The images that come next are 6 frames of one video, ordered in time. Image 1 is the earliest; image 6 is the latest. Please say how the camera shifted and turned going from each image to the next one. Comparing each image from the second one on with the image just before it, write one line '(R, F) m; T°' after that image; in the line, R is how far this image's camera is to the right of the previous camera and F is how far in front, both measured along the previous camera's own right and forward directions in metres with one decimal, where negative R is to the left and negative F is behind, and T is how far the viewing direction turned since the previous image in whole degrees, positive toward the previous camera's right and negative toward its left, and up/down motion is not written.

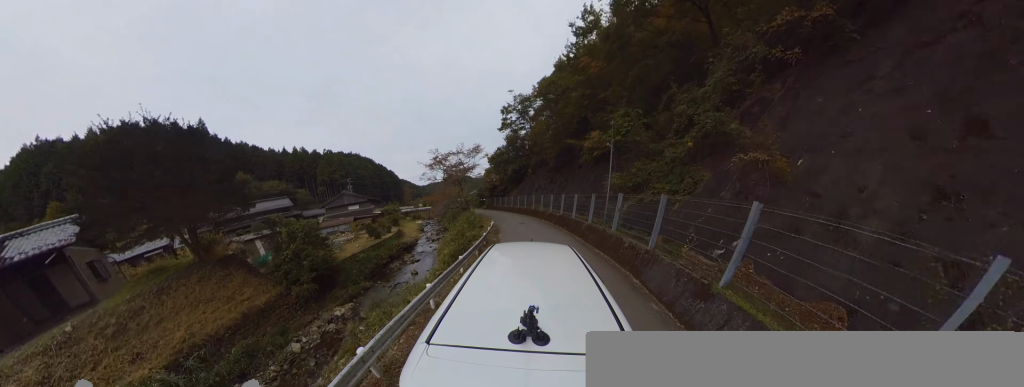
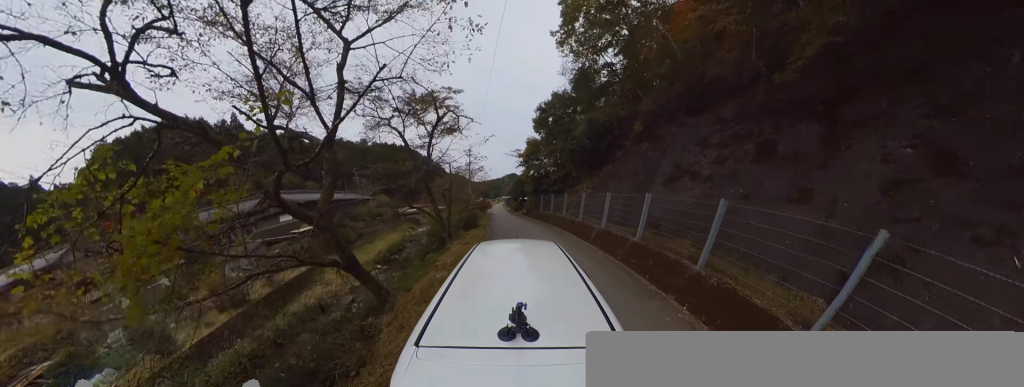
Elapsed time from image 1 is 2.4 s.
(-2.3, +21.5) m; -11°
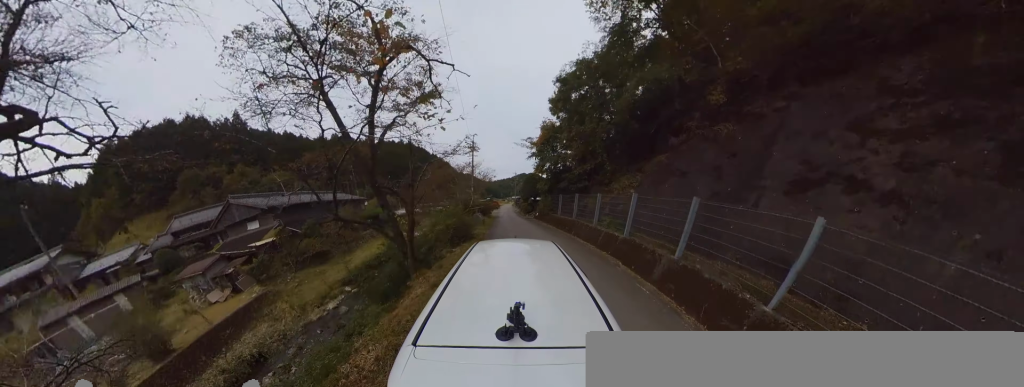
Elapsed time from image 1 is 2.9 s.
(0.0, +4.3) m; -1°
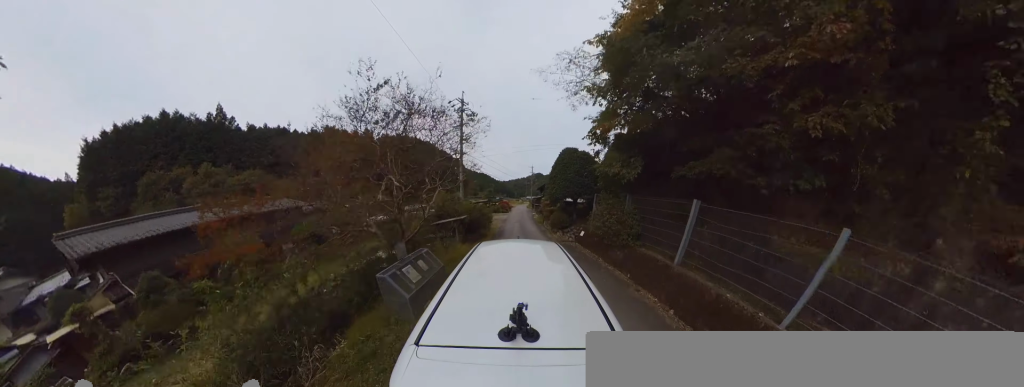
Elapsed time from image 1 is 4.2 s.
(-0.1, +10.9) m; +1°
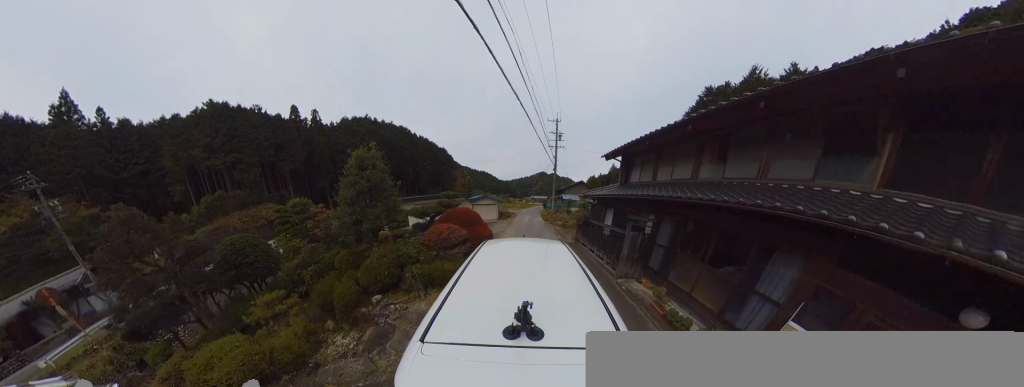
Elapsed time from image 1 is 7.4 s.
(-0.1, +26.8) m; +5°
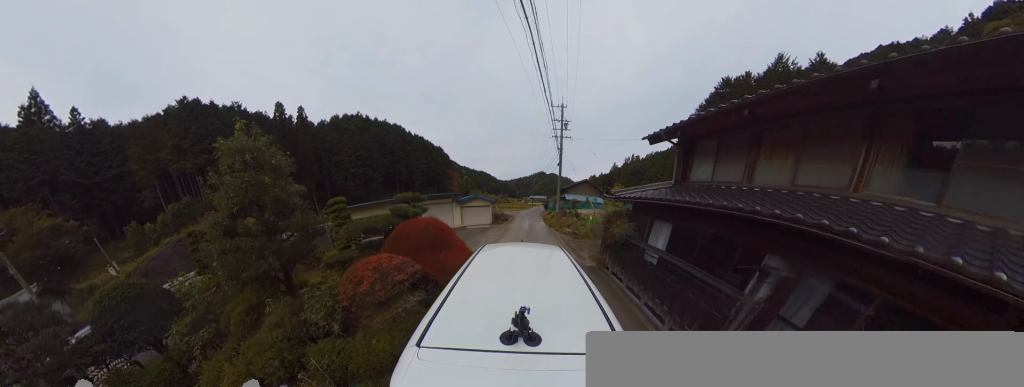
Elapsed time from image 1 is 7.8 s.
(0.0, +3.6) m; +3°
